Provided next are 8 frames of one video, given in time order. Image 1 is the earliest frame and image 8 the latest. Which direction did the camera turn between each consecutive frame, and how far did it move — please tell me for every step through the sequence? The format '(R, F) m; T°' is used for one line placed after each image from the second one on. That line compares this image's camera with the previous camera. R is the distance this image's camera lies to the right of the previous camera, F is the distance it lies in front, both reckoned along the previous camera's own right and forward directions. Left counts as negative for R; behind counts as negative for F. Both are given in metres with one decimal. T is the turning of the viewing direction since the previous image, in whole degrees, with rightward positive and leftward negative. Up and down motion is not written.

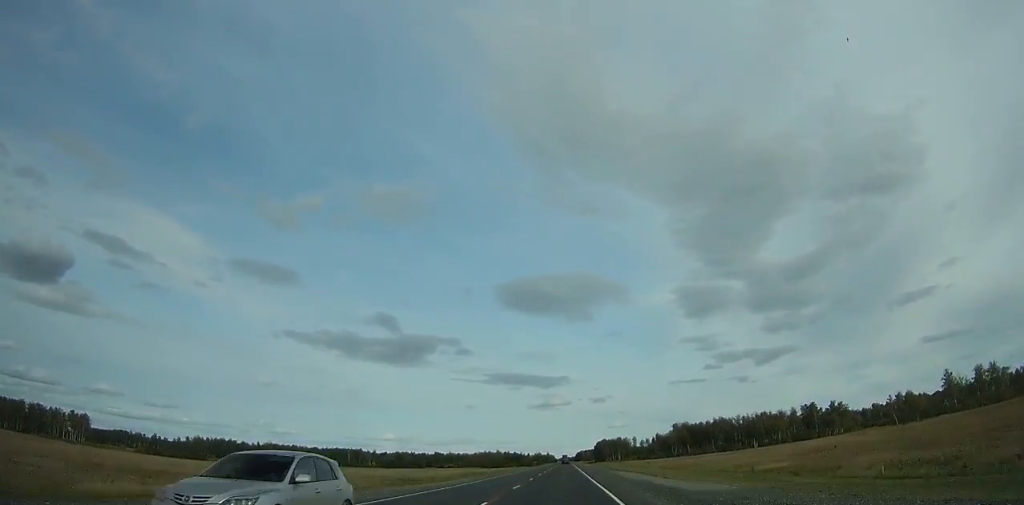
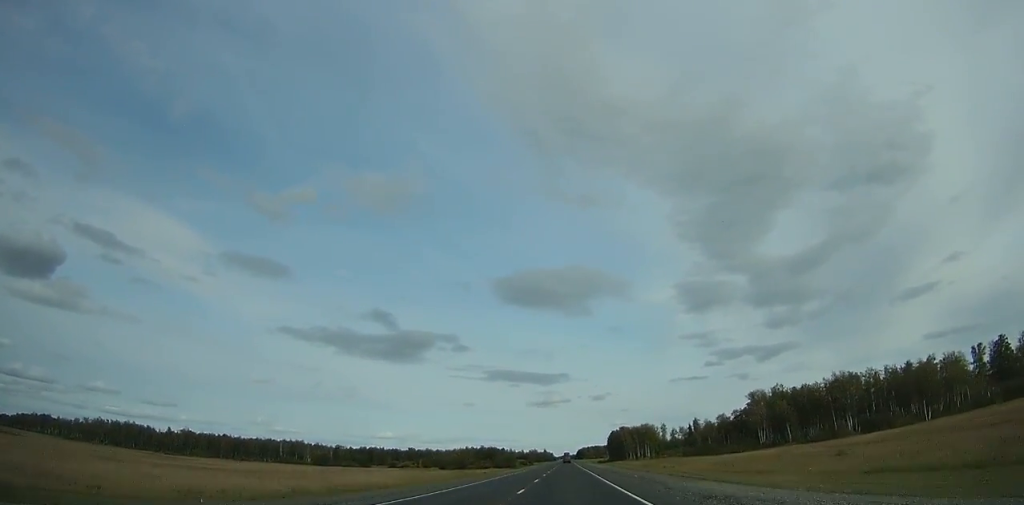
(0.0, +135.5) m; 0°
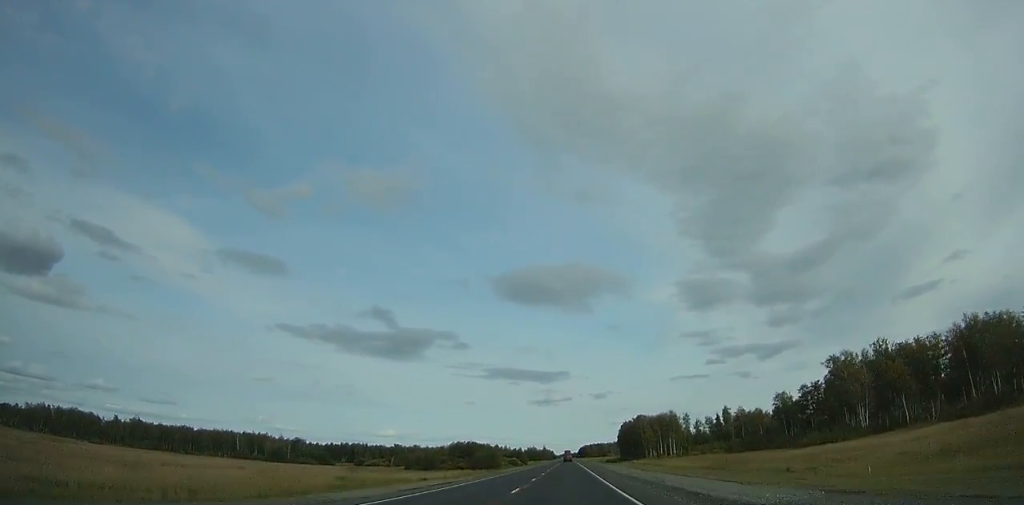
(0.0, +58.7) m; 0°
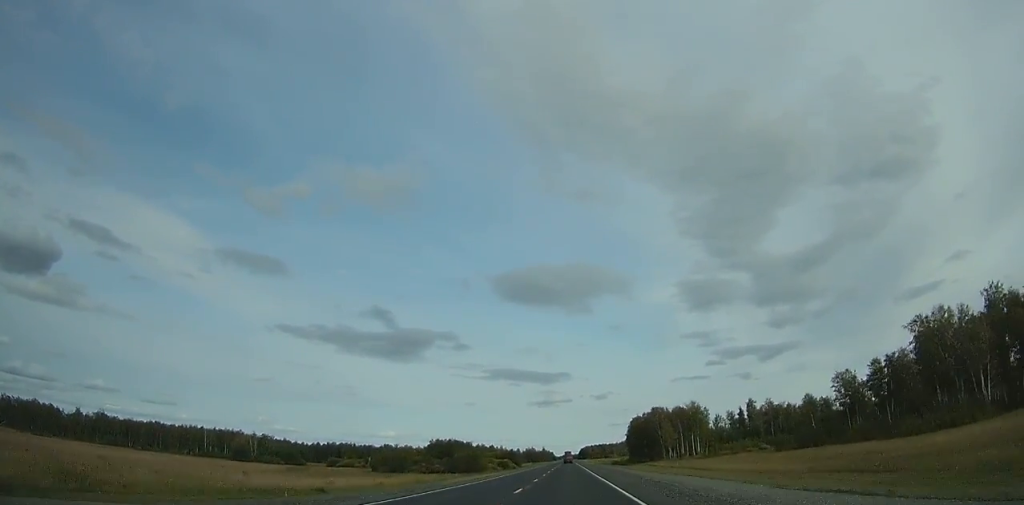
(0.0, +35.7) m; 0°
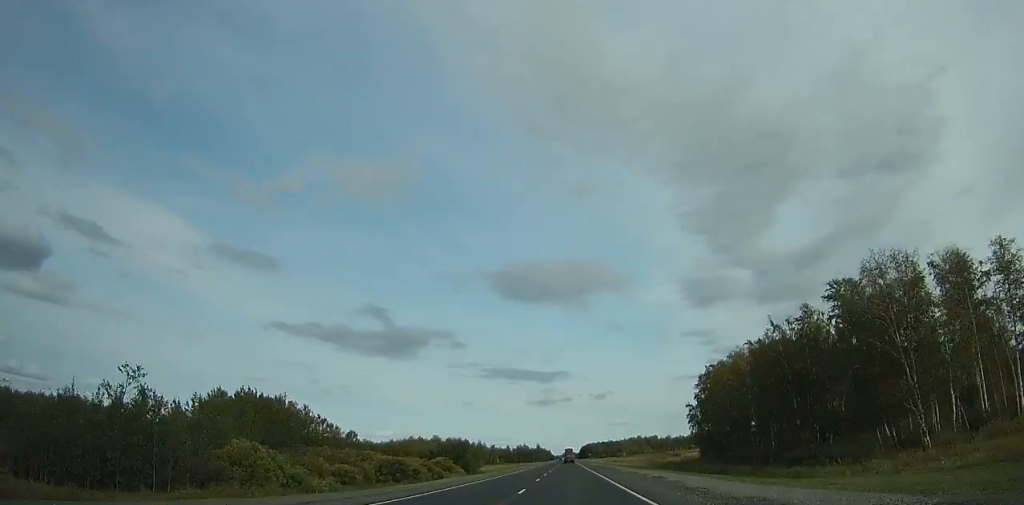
(0.0, +120.8) m; 0°
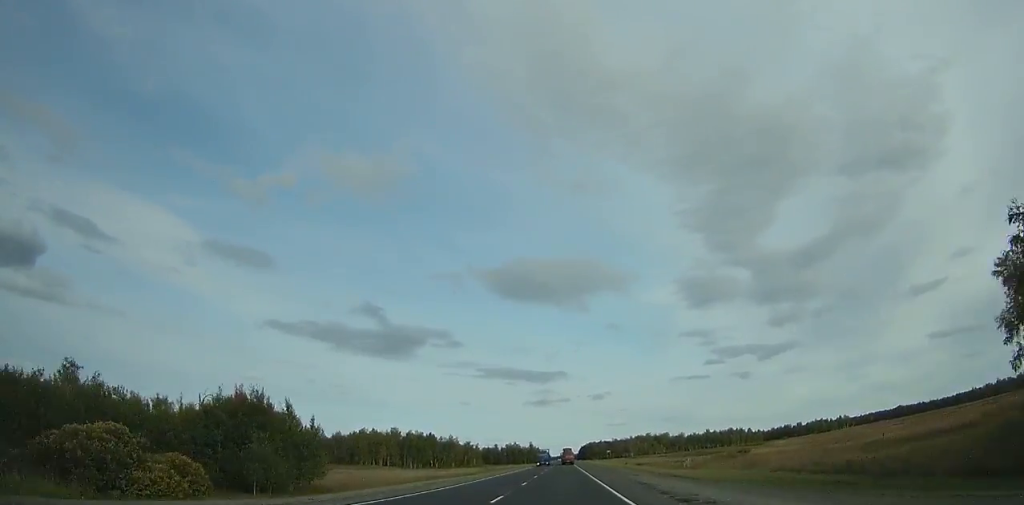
(+0.3, +88.7) m; 0°
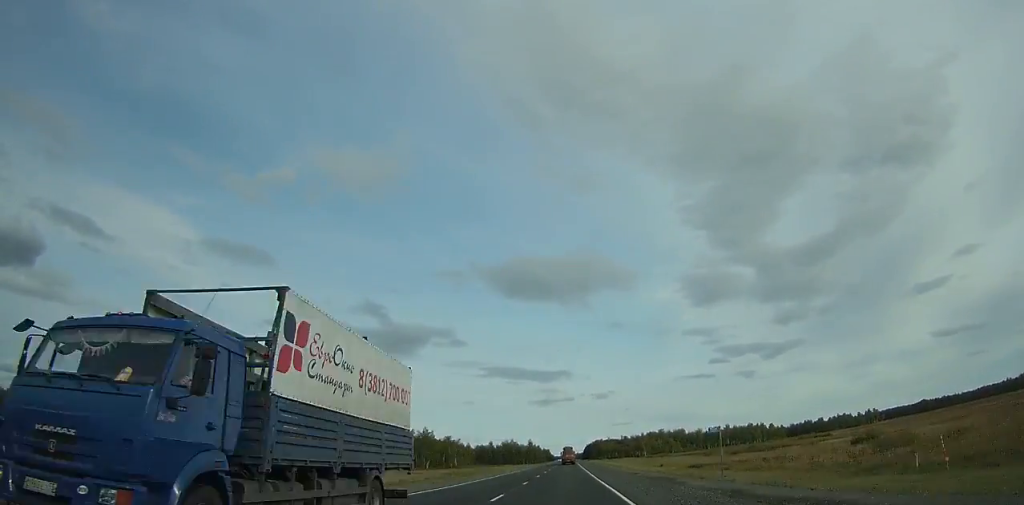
(0.0, +60.7) m; 0°
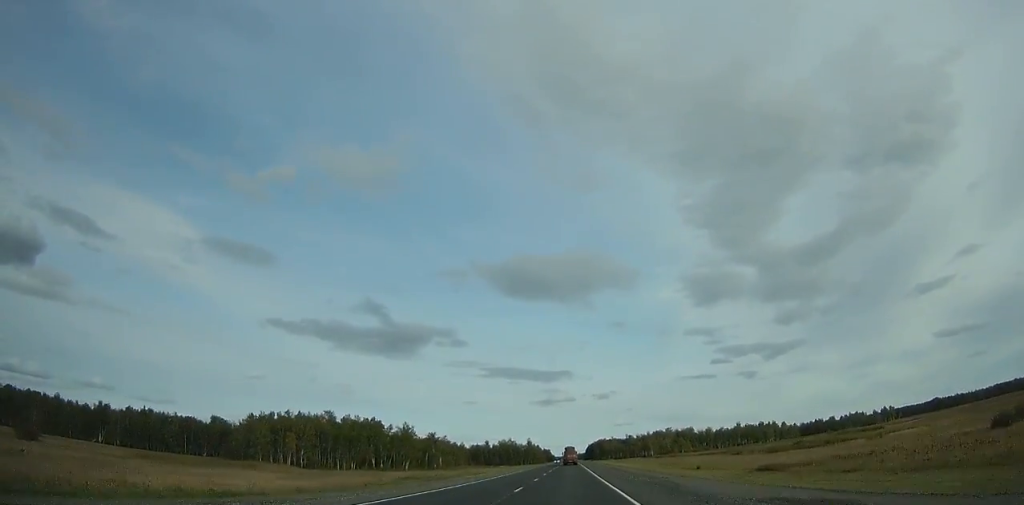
(0.0, +31.5) m; 0°
